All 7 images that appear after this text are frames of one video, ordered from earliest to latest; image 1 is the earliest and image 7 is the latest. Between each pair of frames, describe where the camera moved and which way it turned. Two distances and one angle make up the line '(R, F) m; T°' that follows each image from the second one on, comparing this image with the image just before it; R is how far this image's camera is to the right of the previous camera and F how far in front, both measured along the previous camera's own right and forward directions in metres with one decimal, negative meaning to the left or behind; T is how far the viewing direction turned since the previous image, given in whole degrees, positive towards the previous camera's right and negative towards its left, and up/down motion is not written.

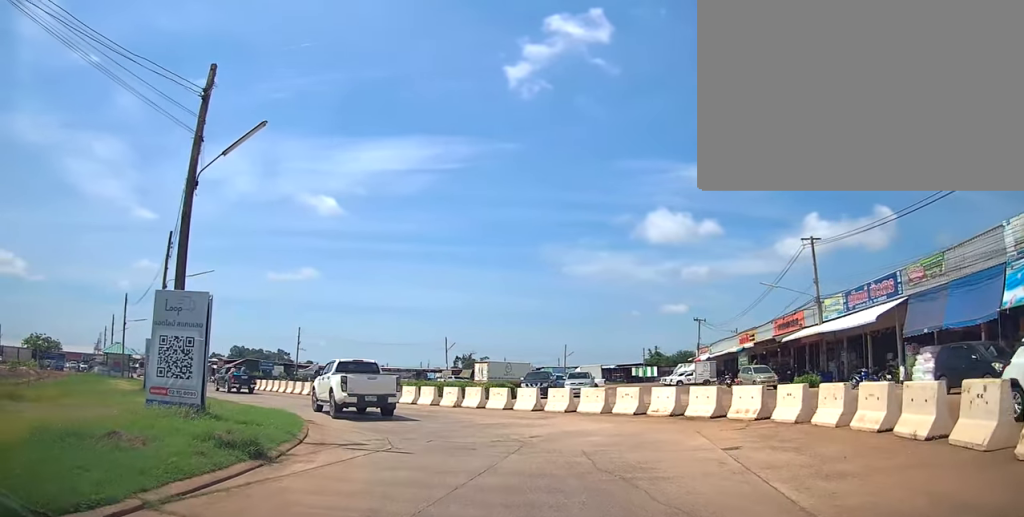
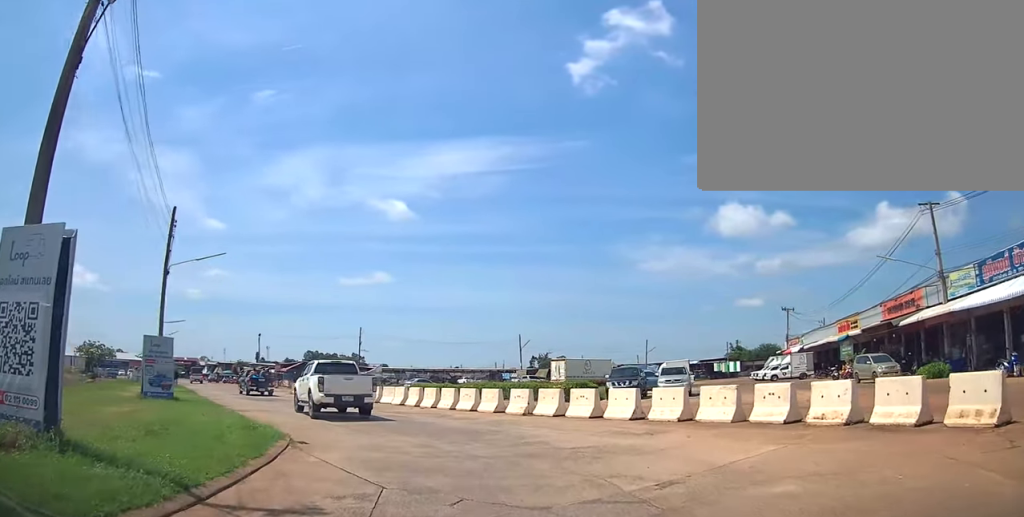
(0.0, +5.6) m; -1°
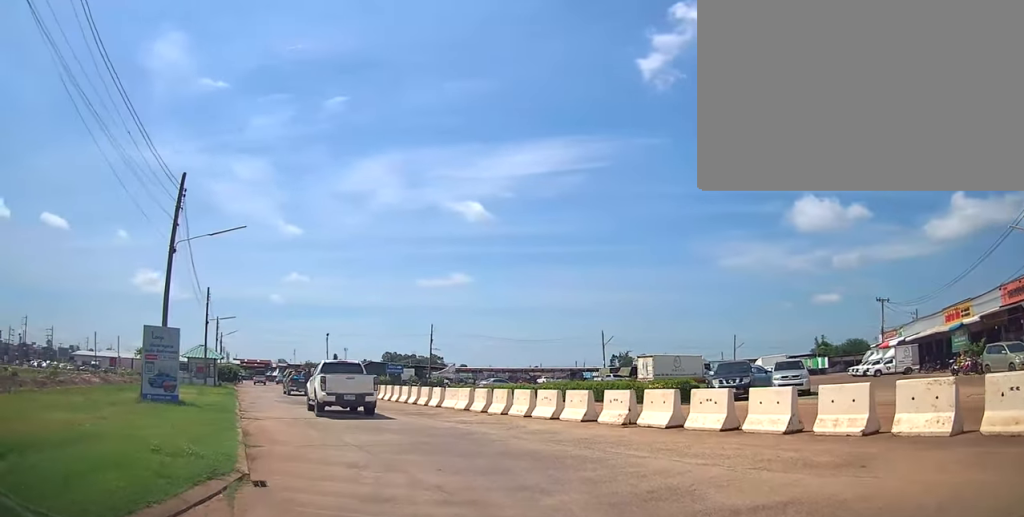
(0.0, +4.8) m; -4°
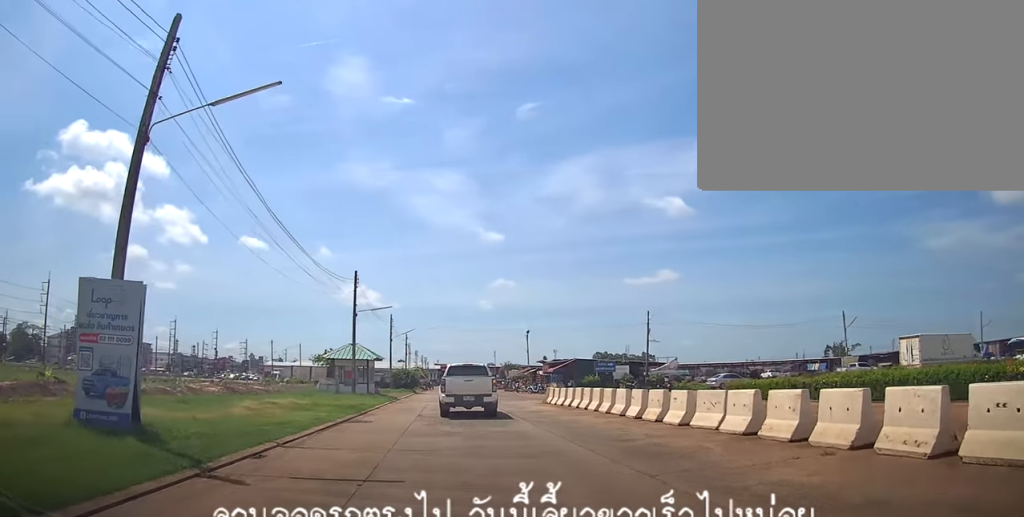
(-2.5, +10.6) m; -24°
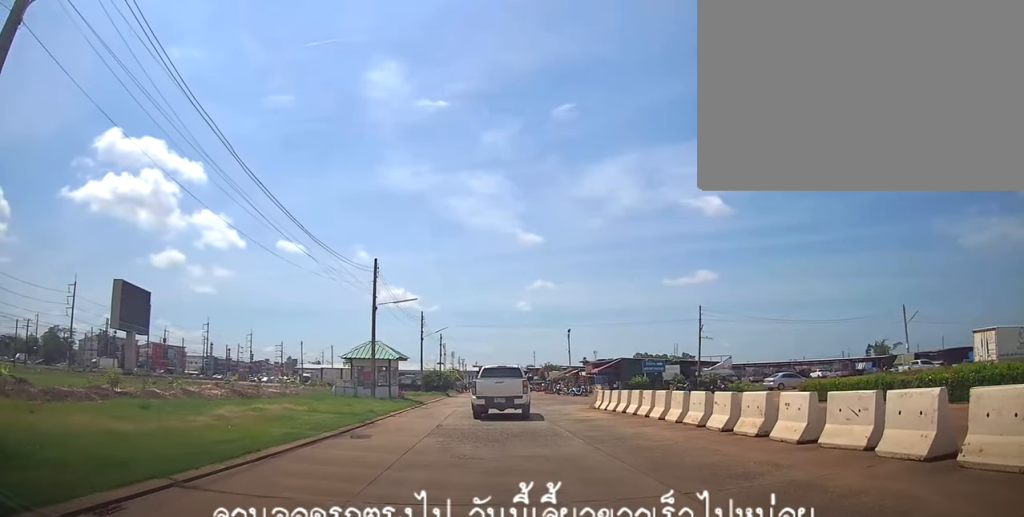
(-0.2, +4.3) m; -2°
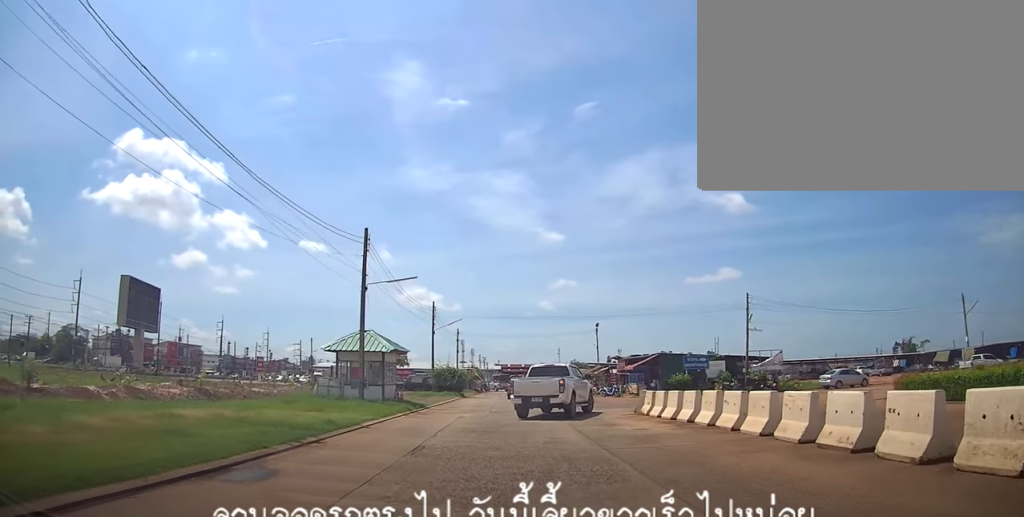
(+0.1, +5.9) m; -3°
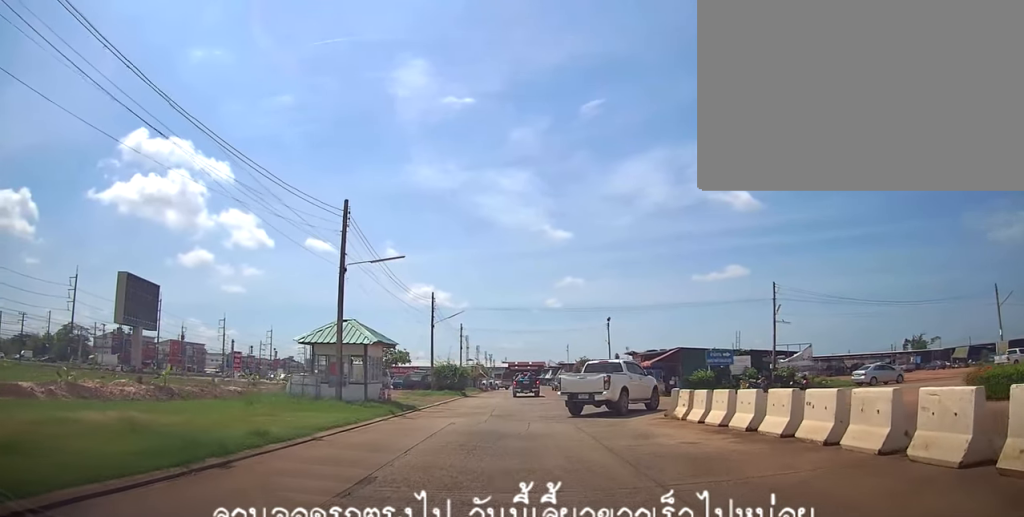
(0.0, +3.6) m; -5°
